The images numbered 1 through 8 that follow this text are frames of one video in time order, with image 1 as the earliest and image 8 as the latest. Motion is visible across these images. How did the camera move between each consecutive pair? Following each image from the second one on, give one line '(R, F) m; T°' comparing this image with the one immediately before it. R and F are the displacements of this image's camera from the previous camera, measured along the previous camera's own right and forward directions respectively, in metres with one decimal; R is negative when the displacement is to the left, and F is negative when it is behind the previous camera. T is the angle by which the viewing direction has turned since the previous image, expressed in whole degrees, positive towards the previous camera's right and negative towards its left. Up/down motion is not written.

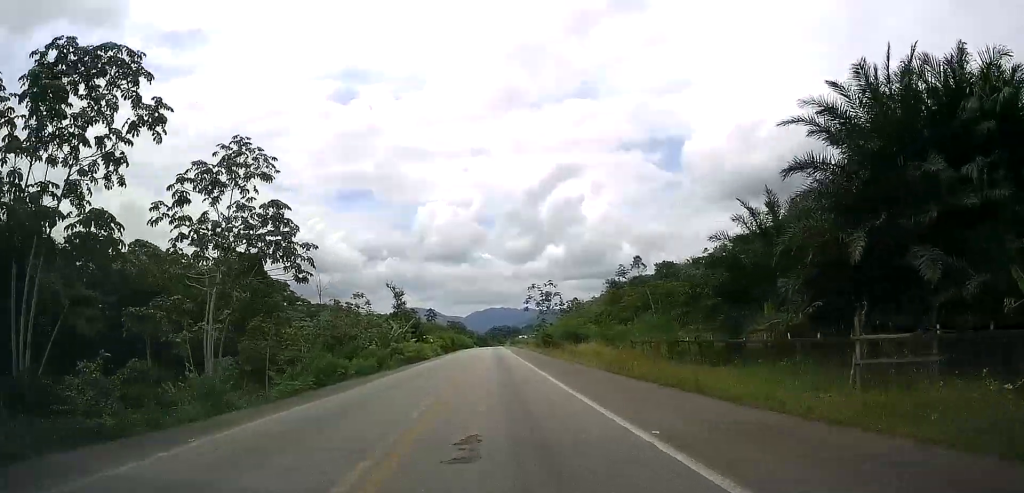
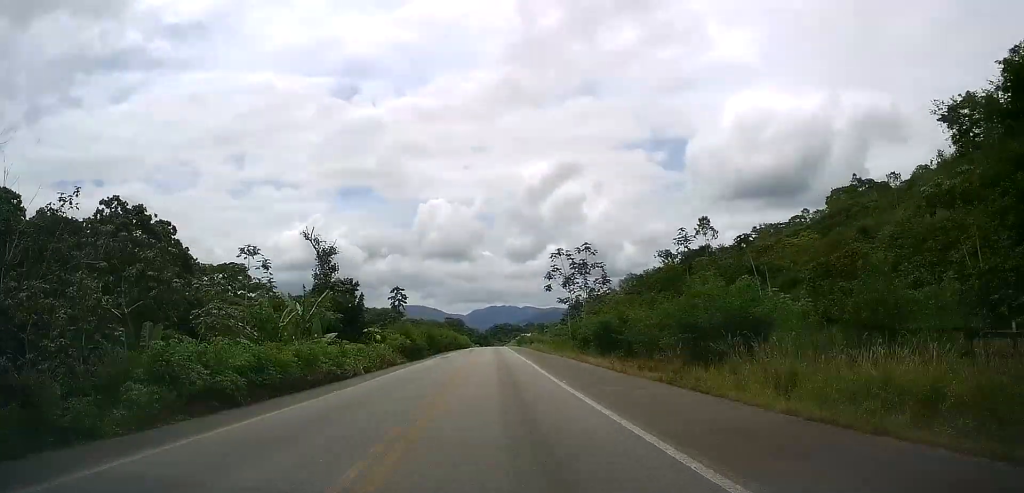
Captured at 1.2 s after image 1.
(0.0, +37.5) m; 0°
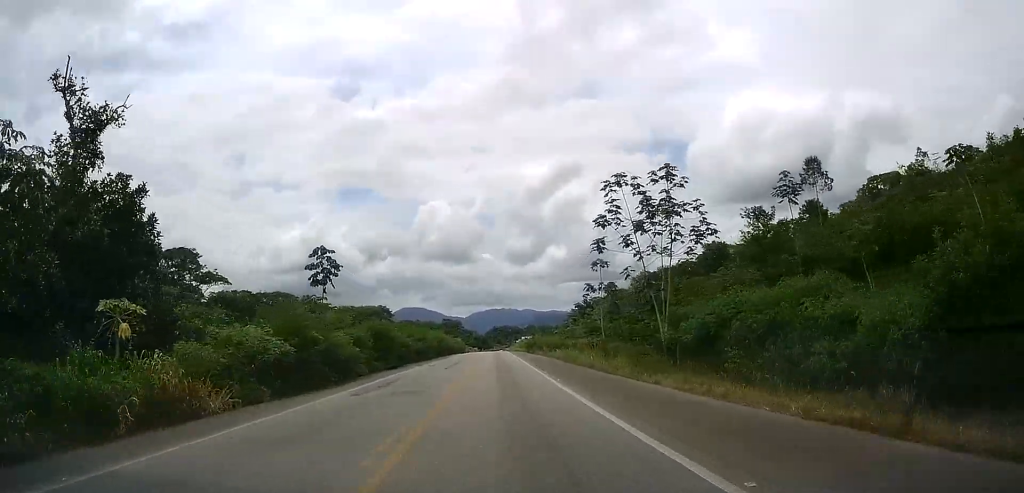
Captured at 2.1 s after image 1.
(+0.2, +30.1) m; 0°
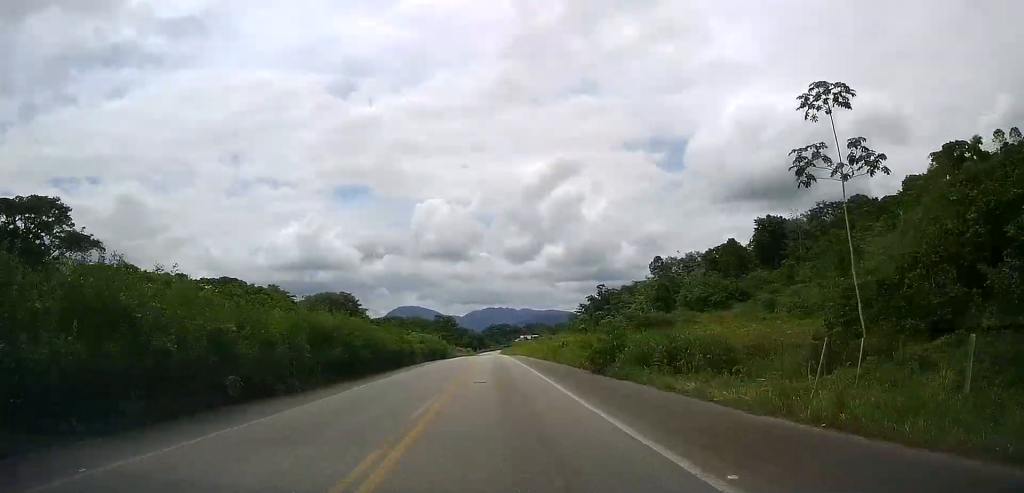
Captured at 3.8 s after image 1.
(-0.4, +51.2) m; 0°
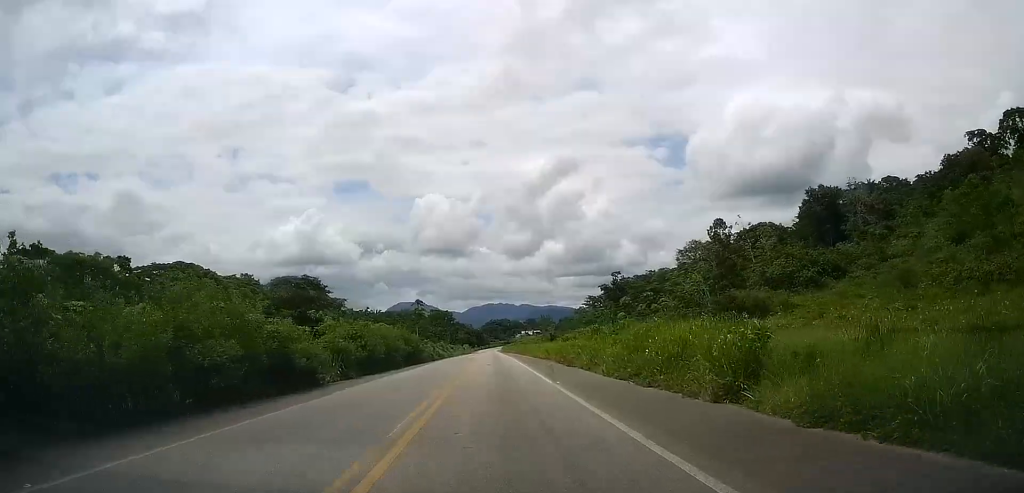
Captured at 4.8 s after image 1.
(+0.2, +33.3) m; +1°
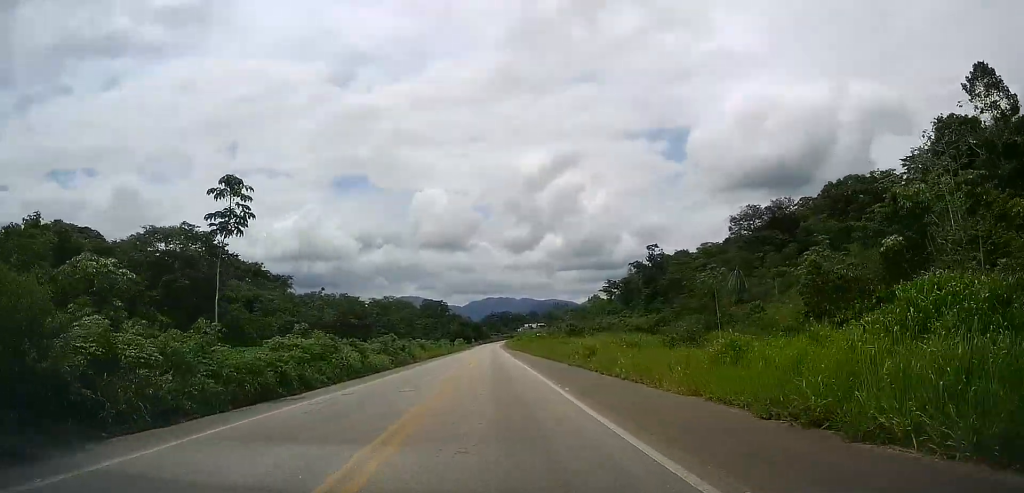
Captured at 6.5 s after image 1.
(+0.4, +54.4) m; 0°
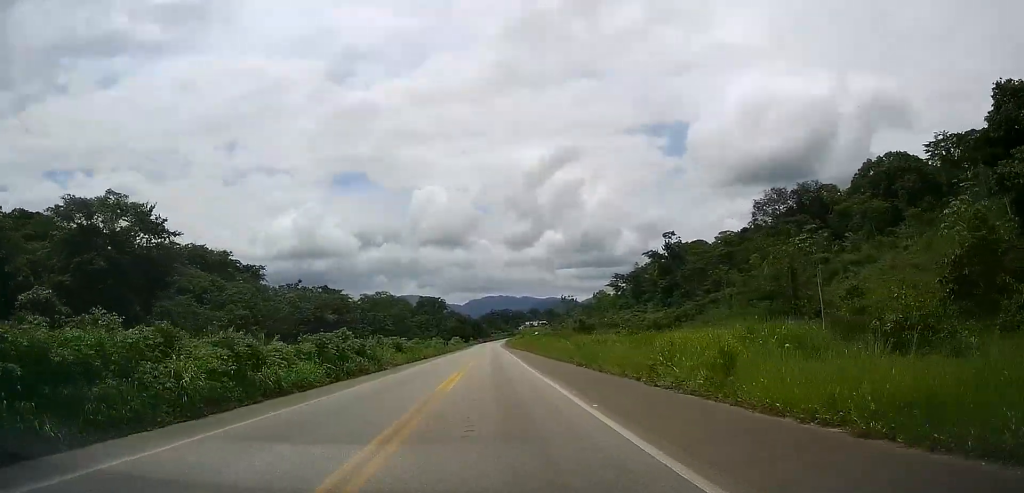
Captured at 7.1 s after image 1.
(-0.2, +17.9) m; 0°
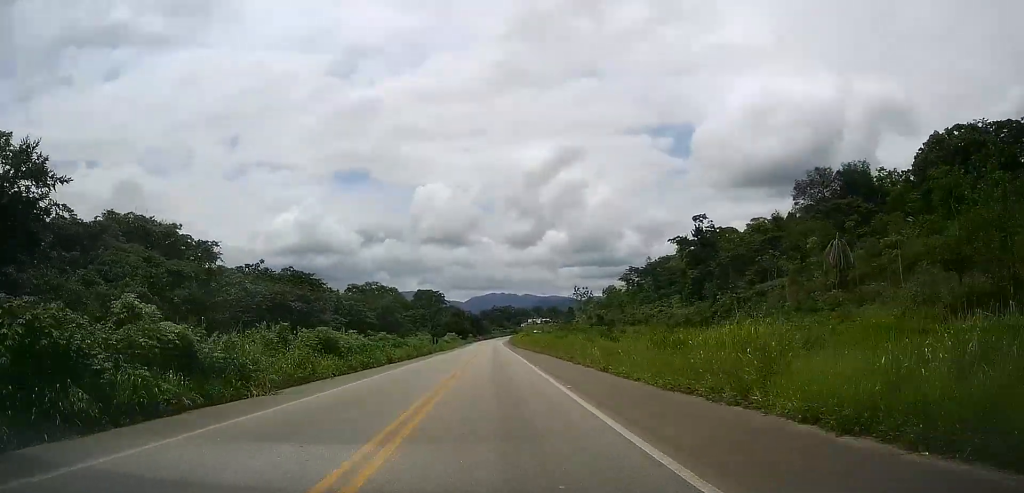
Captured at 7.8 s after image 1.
(-0.1, +23.3) m; 0°
